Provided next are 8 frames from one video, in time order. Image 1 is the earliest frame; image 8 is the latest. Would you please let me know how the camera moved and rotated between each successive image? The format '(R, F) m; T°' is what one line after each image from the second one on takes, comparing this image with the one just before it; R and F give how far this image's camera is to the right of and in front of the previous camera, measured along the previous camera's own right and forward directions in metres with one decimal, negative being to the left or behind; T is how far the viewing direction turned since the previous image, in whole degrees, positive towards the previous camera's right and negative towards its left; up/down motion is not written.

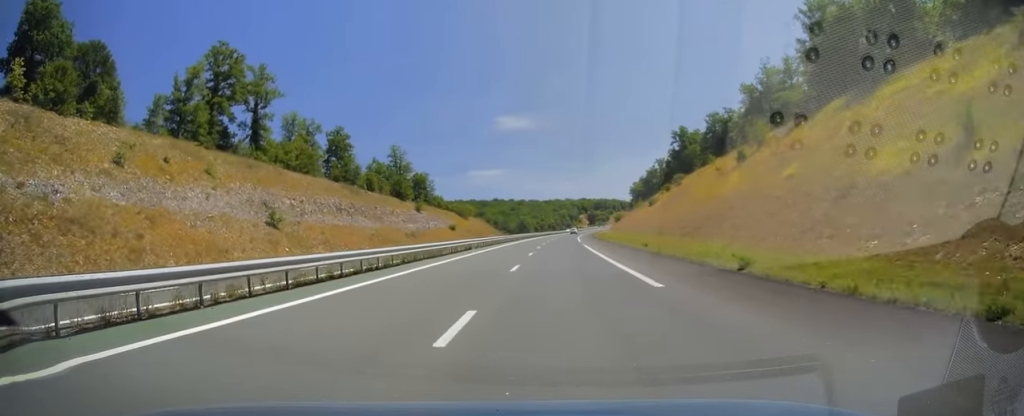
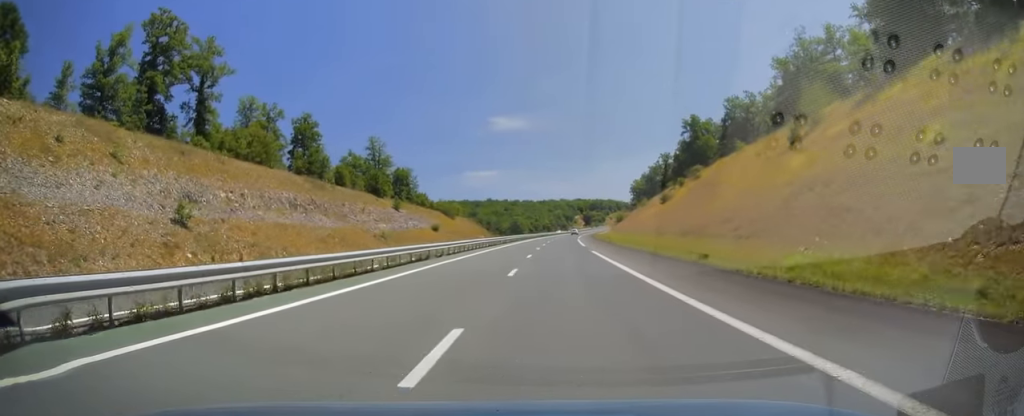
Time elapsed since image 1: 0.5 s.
(0.0, +14.7) m; 0°
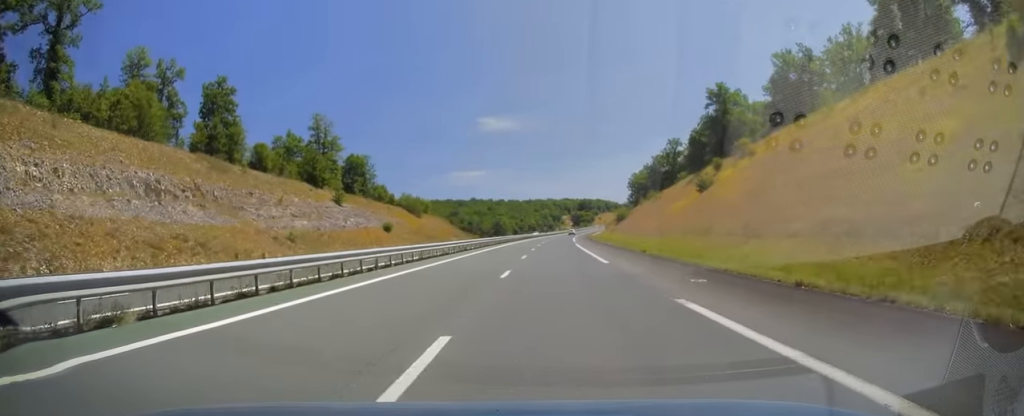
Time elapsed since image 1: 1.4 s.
(+0.1, +26.5) m; +1°
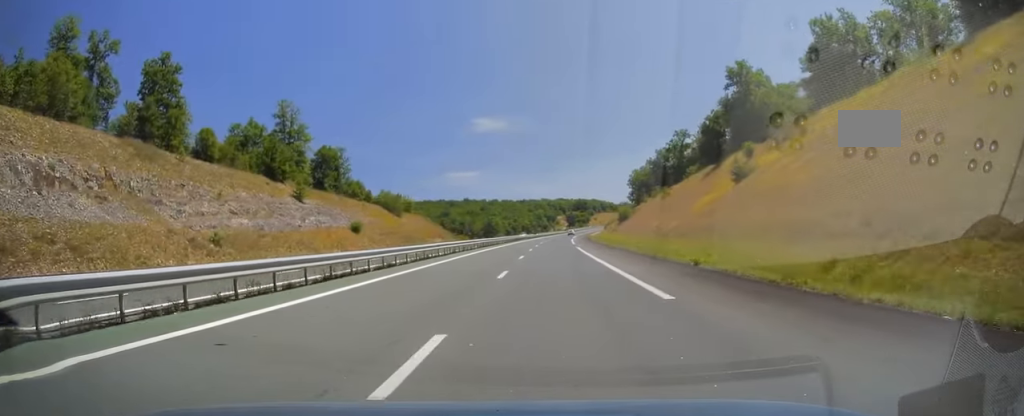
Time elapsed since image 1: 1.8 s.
(+0.1, +12.7) m; +1°
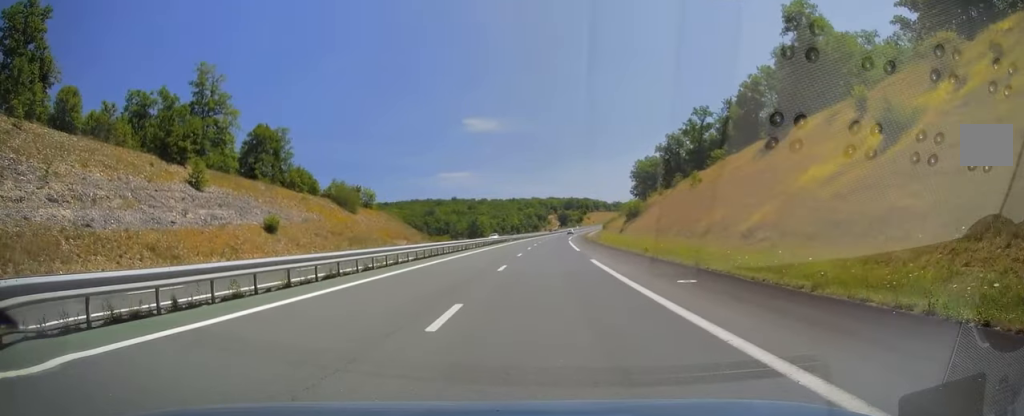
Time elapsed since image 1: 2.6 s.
(+0.3, +22.4) m; +1°
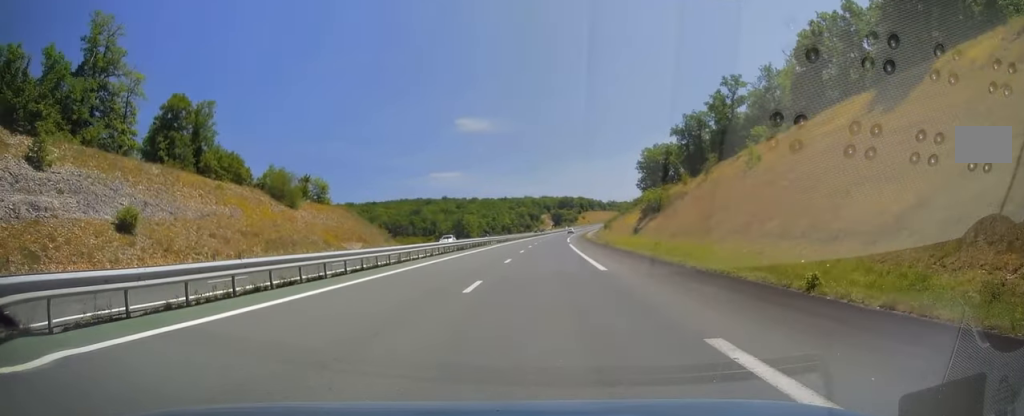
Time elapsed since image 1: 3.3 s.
(+0.2, +20.5) m; +1°
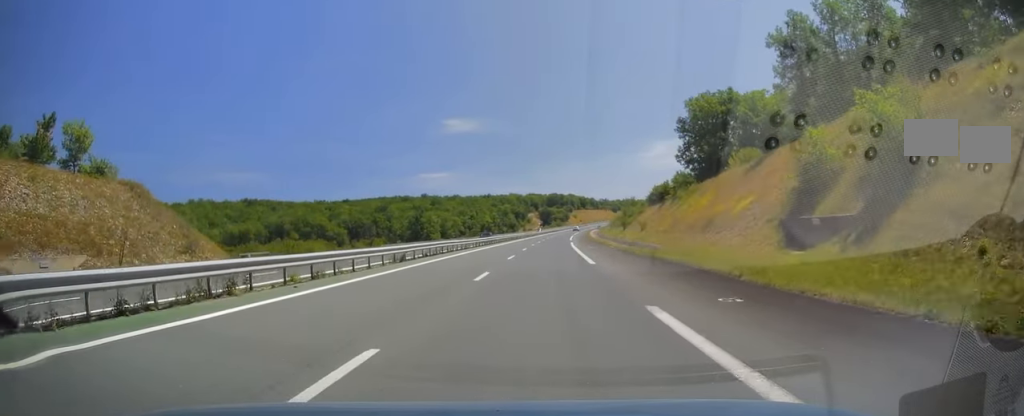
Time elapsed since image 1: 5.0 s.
(0.0, +48.5) m; +1°
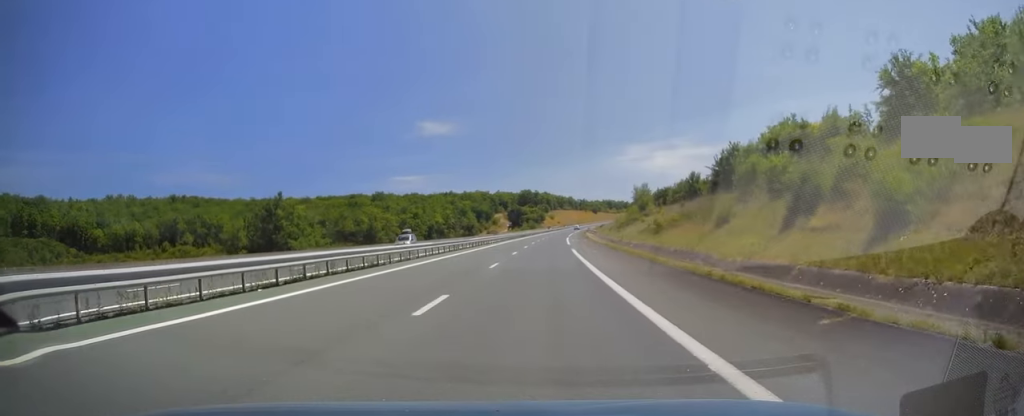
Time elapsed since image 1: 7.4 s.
(+2.3, +71.7) m; +3°
